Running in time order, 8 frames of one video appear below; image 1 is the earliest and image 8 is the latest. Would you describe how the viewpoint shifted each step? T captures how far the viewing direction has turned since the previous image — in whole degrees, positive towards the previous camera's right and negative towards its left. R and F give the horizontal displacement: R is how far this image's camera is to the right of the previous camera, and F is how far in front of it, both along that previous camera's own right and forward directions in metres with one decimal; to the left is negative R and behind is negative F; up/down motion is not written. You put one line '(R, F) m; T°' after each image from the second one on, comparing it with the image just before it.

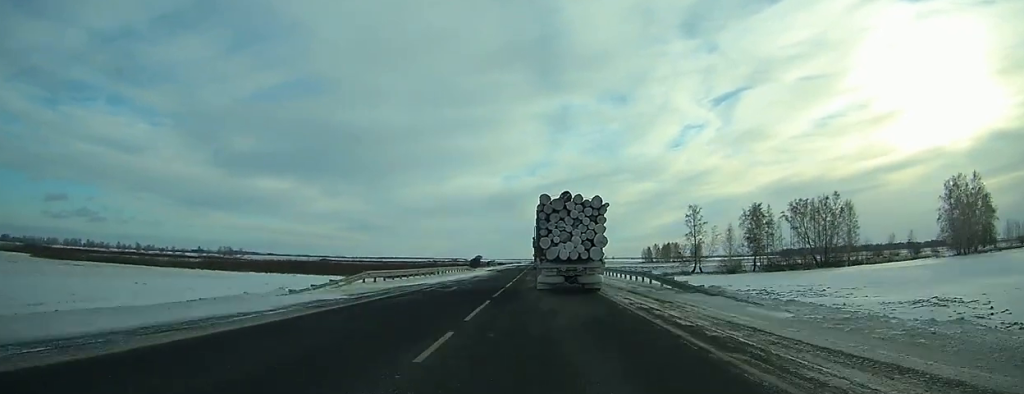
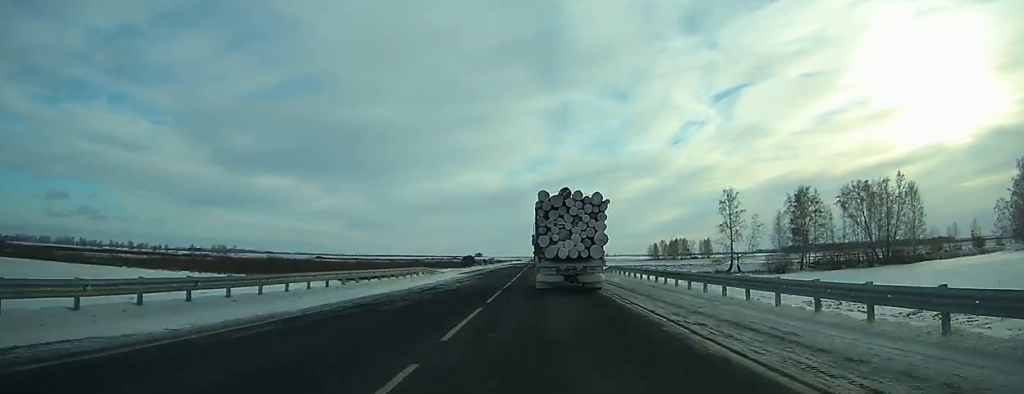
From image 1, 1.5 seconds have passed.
(0.0, +28.5) m; 0°
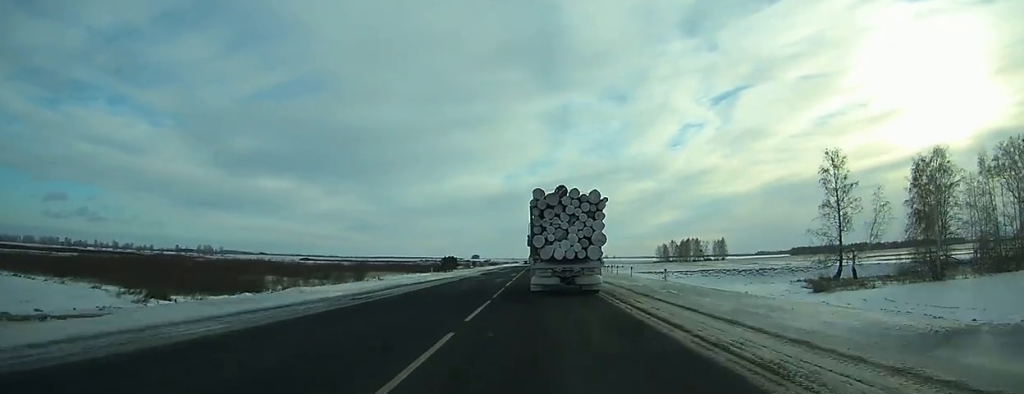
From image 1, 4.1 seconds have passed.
(-0.1, +45.8) m; 0°
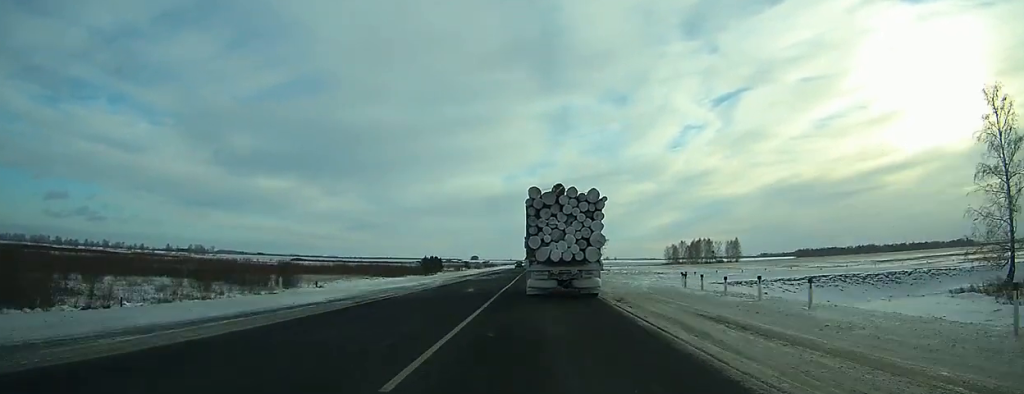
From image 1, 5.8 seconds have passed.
(0.0, +28.8) m; 0°
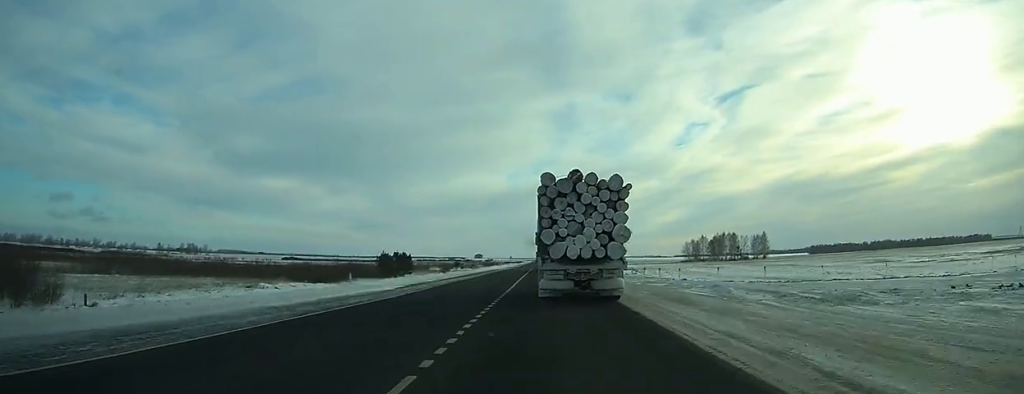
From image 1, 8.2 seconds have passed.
(0.0, +40.6) m; 0°
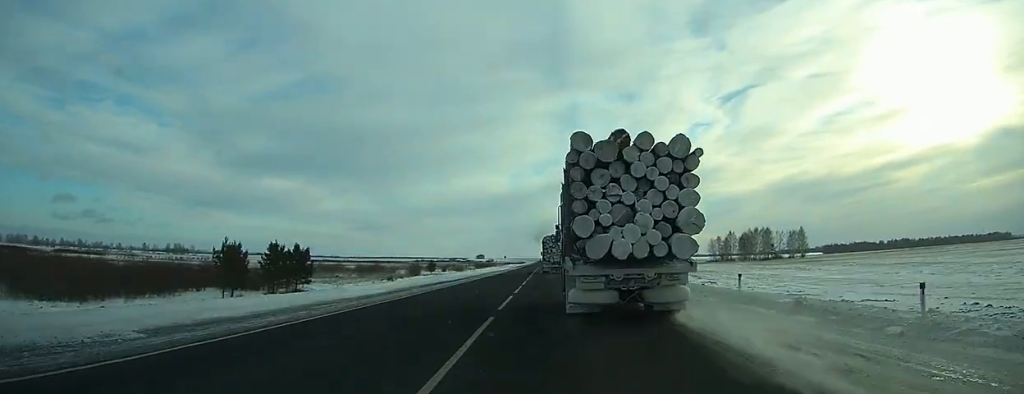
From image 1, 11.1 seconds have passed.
(-0.1, +56.0) m; -1°
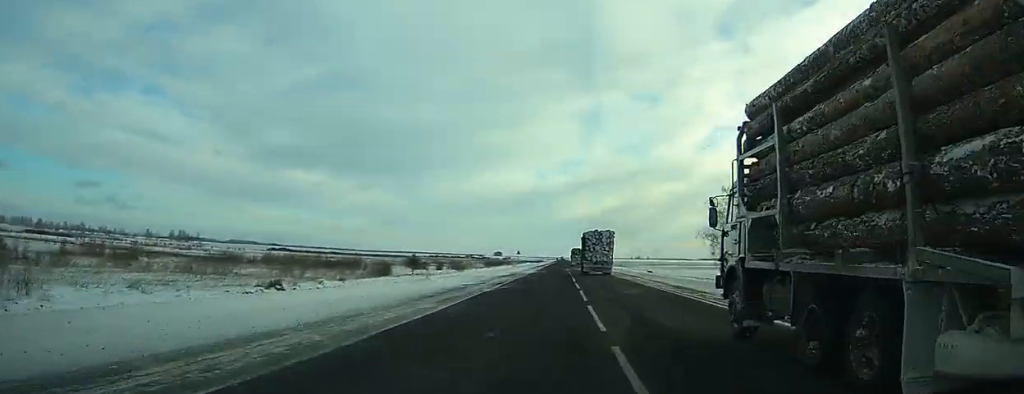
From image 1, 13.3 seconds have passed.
(-0.3, +49.4) m; 0°
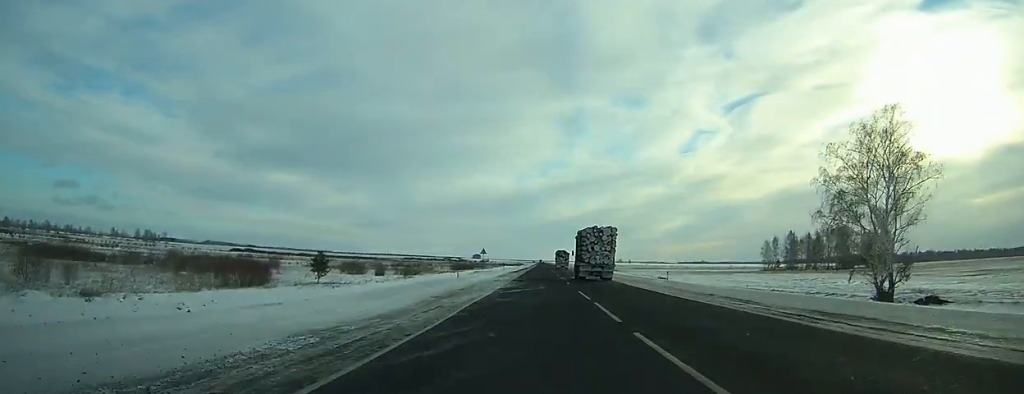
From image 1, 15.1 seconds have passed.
(+0.1, +39.6) m; +1°
